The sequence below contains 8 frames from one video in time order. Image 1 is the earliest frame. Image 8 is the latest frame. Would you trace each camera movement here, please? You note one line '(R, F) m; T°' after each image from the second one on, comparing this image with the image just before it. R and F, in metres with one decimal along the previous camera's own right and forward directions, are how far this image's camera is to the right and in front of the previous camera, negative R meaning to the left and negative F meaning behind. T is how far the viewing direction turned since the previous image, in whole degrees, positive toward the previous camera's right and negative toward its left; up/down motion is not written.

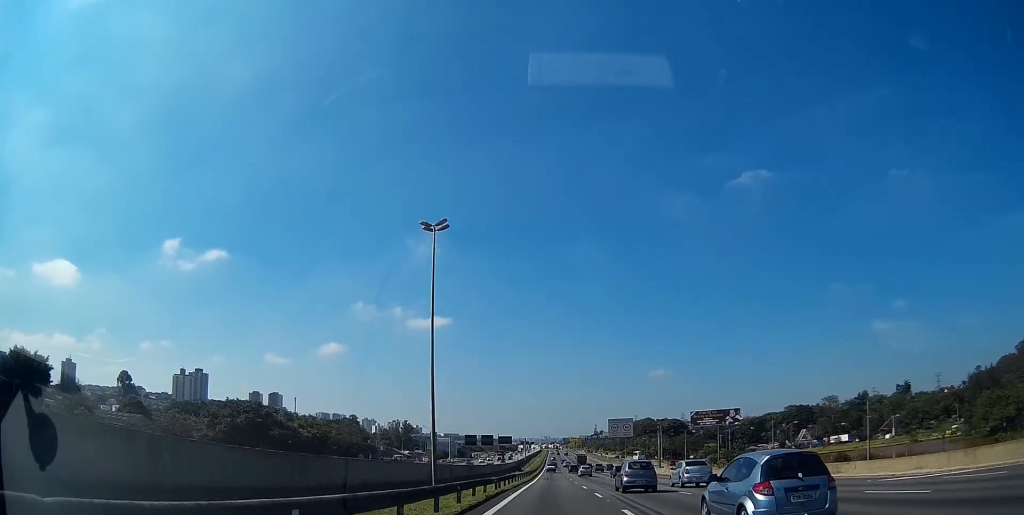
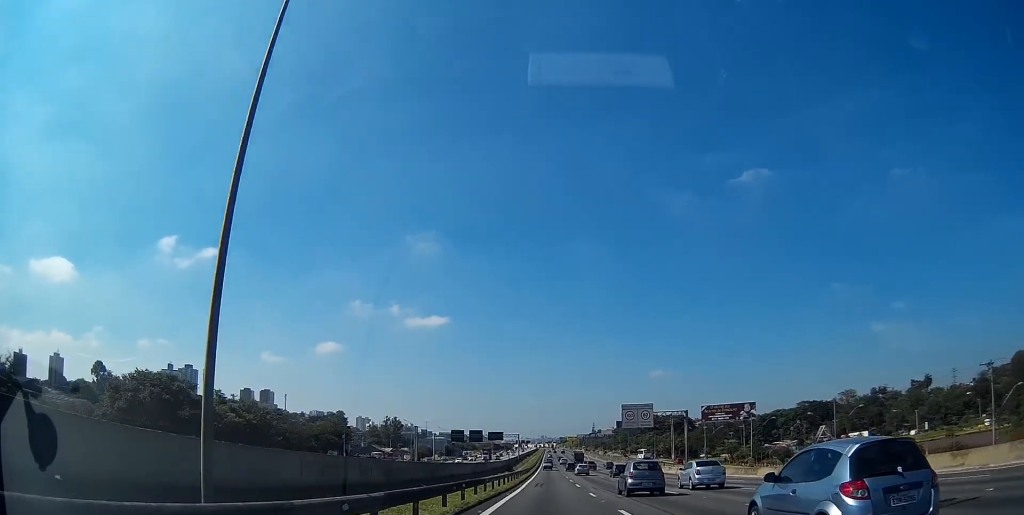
(-0.1, +24.0) m; 0°
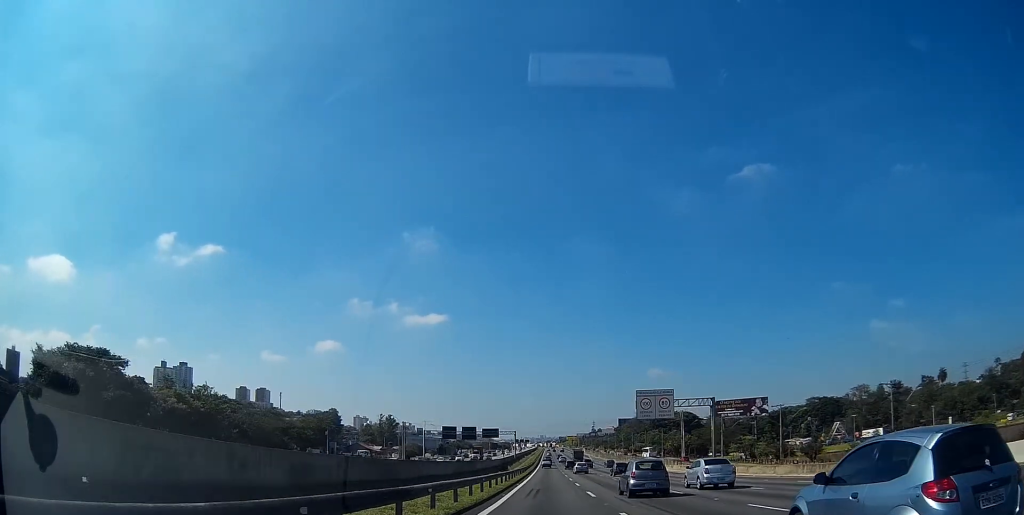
(0.0, +15.2) m; 0°
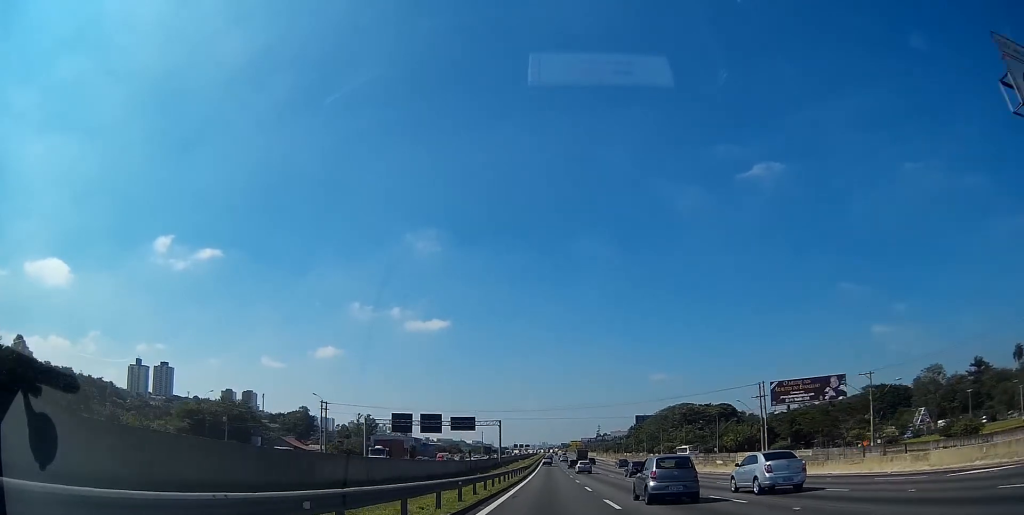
(+0.5, +57.9) m; +1°
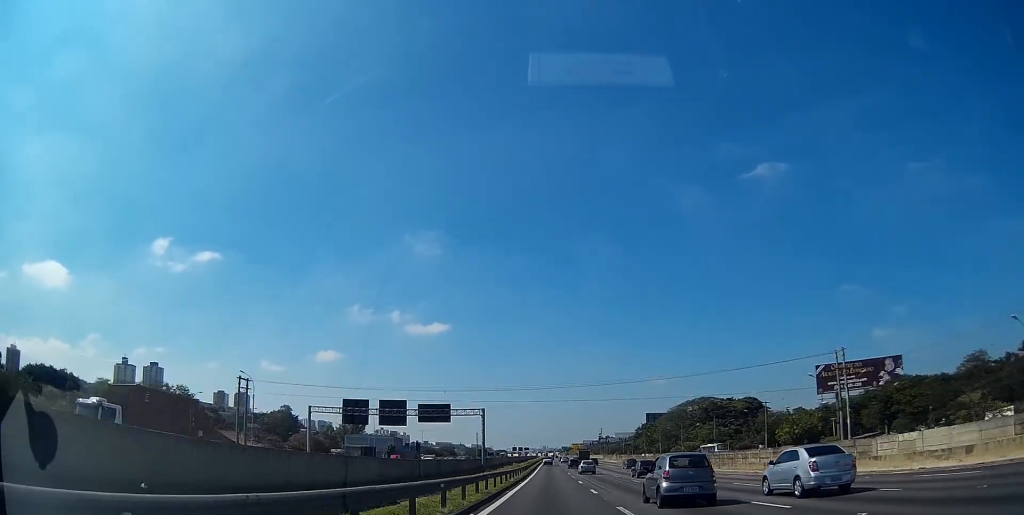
(-0.1, +26.0) m; 0°
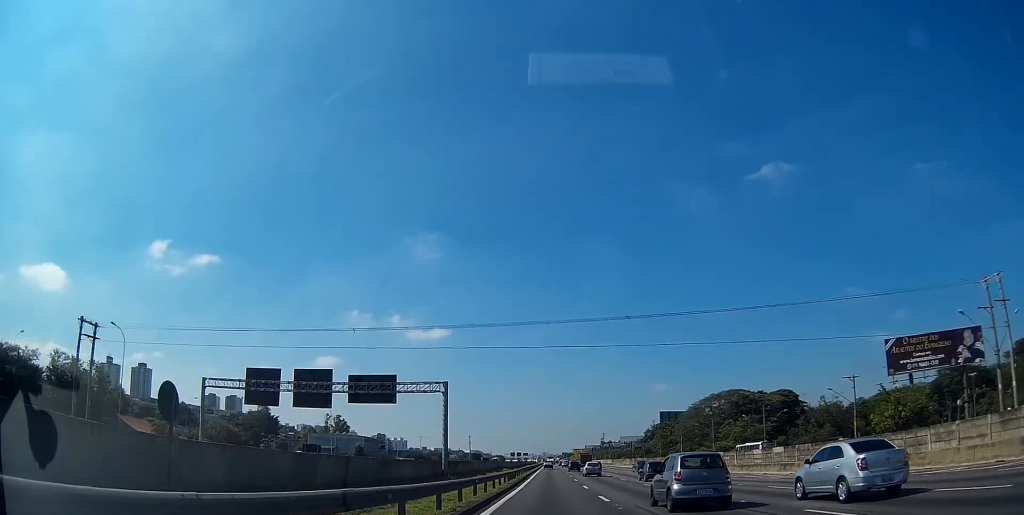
(-0.2, +28.7) m; 0°
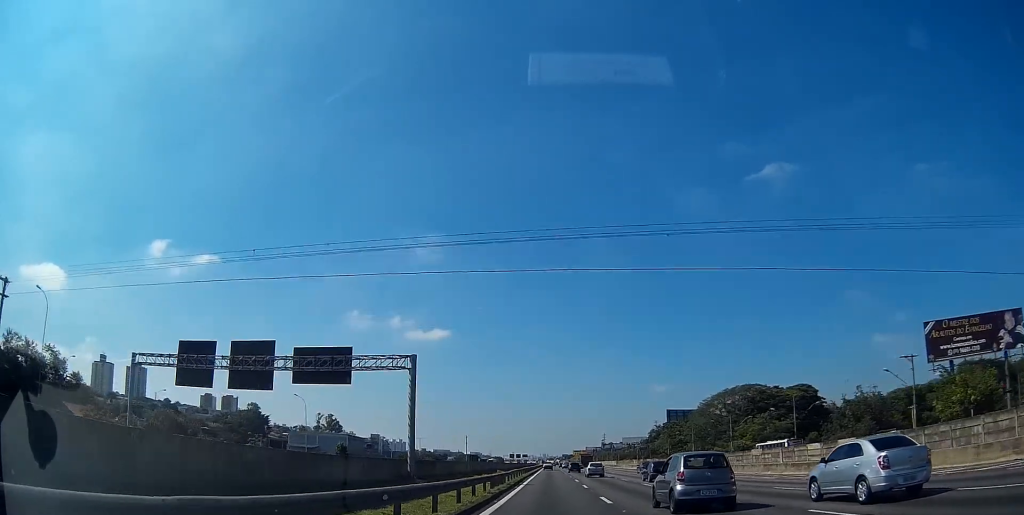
(-0.1, +13.8) m; 0°
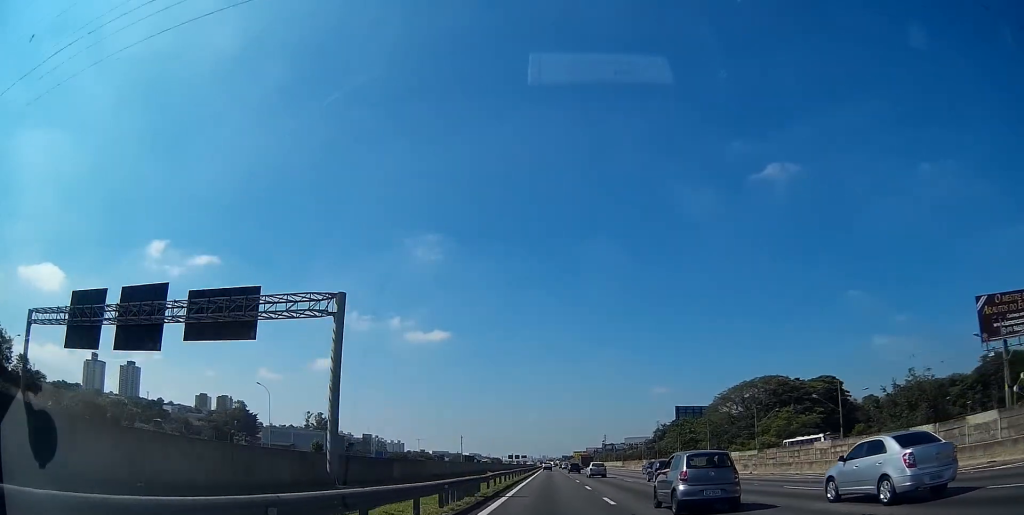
(0.0, +15.3) m; 0°
